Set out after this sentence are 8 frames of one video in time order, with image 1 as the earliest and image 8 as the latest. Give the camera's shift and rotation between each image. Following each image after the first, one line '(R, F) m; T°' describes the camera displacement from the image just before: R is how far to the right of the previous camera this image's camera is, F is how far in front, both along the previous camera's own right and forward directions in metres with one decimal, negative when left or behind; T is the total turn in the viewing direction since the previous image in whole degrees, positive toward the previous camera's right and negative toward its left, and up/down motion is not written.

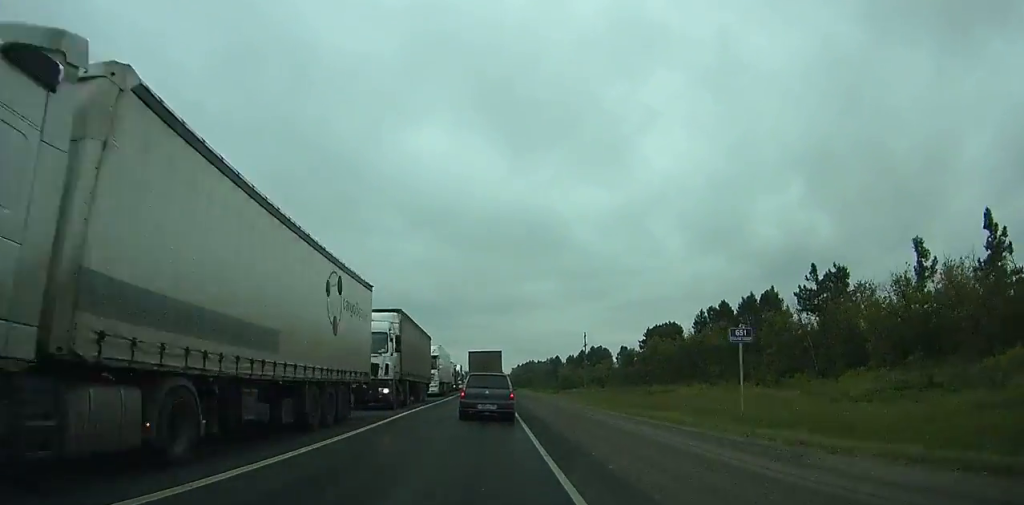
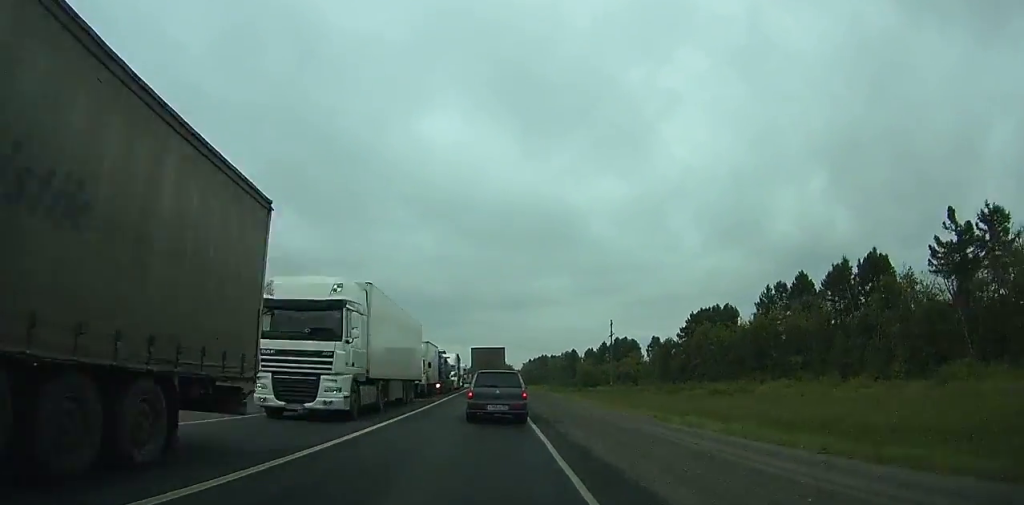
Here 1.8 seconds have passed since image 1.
(-0.4, +28.2) m; -1°
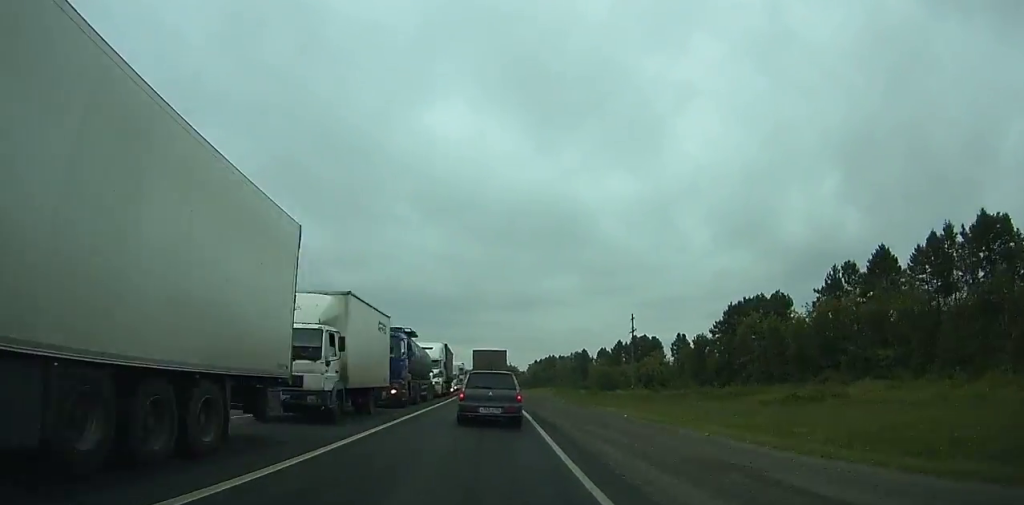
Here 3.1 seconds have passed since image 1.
(-0.1, +20.2) m; 0°
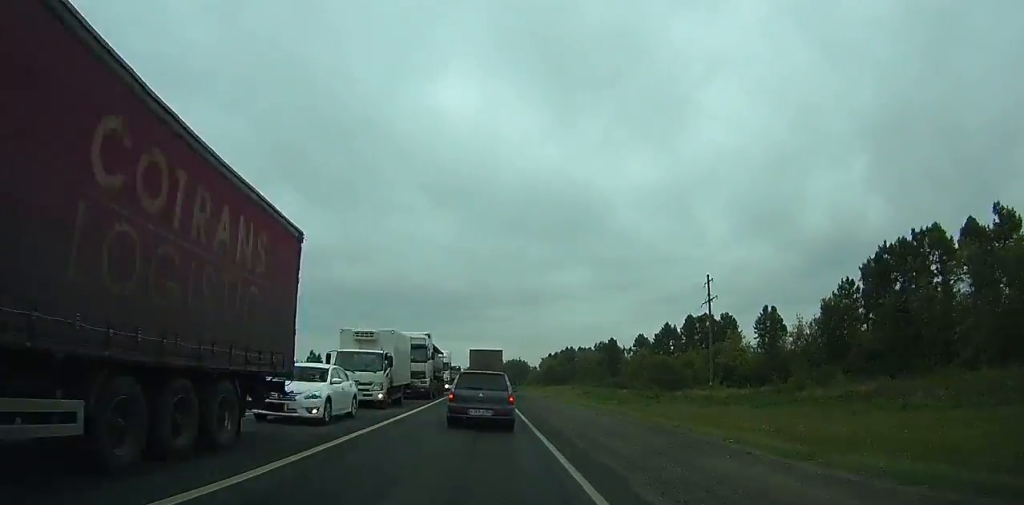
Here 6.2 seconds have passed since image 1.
(-0.1, +46.4) m; 0°
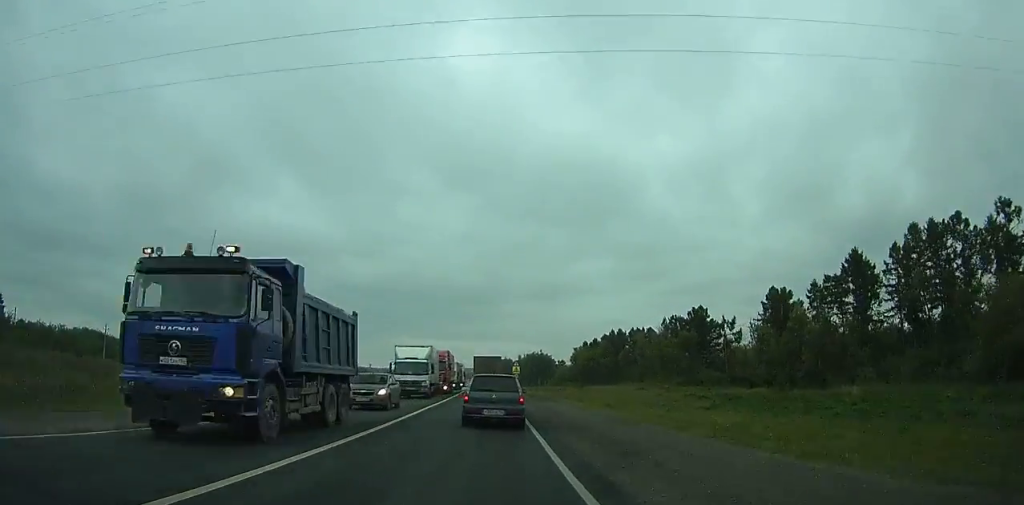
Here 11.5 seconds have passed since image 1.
(-0.9, +76.3) m; -2°
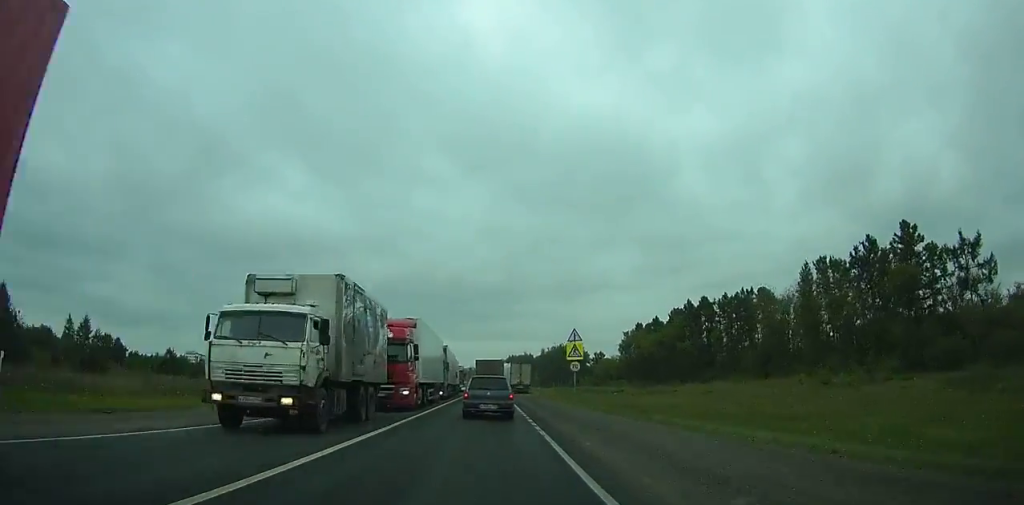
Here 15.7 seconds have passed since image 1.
(-1.0, +63.6) m; -1°
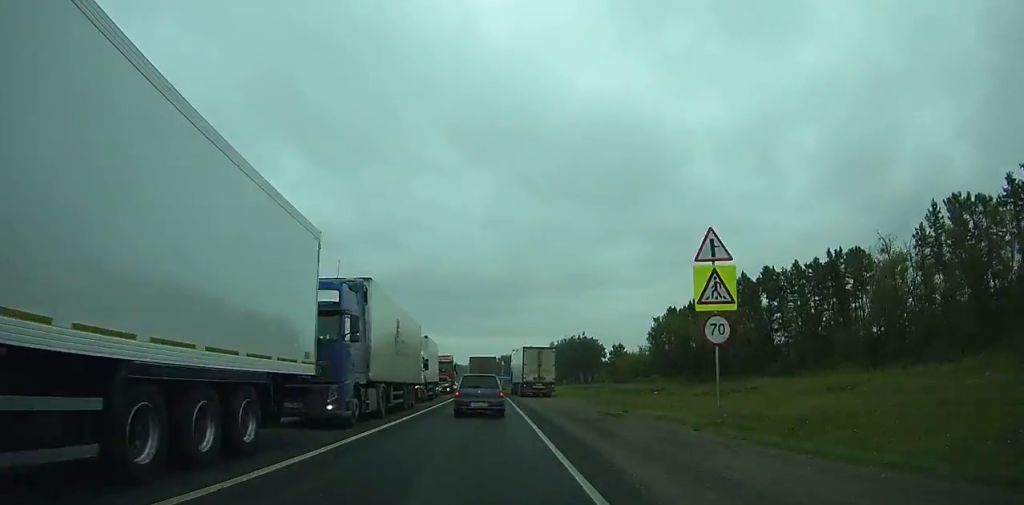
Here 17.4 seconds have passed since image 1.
(+0.1, +27.8) m; 0°
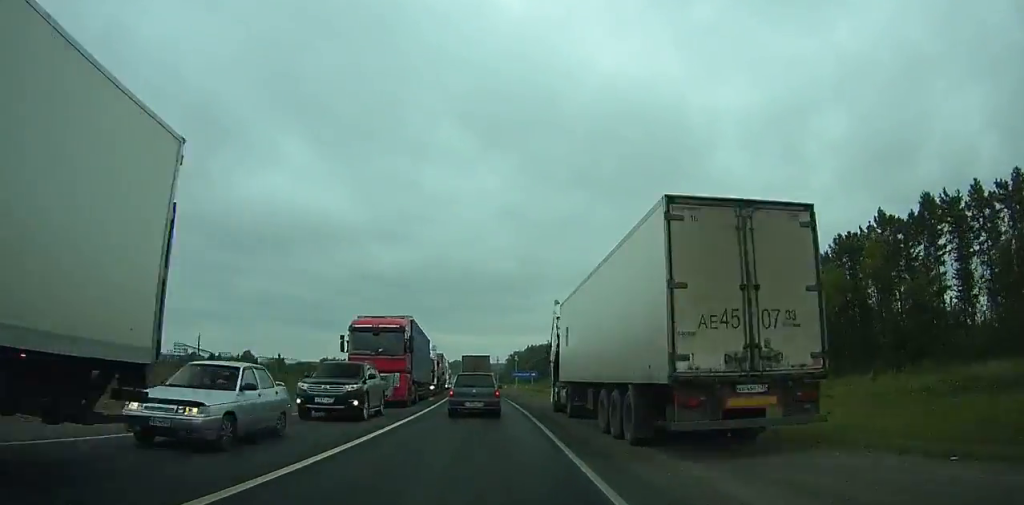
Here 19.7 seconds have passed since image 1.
(-0.3, +38.6) m; -1°
